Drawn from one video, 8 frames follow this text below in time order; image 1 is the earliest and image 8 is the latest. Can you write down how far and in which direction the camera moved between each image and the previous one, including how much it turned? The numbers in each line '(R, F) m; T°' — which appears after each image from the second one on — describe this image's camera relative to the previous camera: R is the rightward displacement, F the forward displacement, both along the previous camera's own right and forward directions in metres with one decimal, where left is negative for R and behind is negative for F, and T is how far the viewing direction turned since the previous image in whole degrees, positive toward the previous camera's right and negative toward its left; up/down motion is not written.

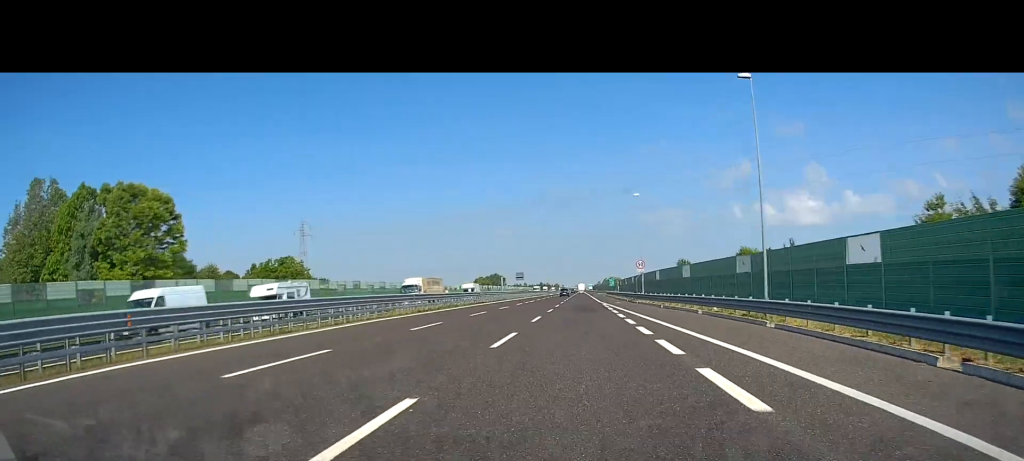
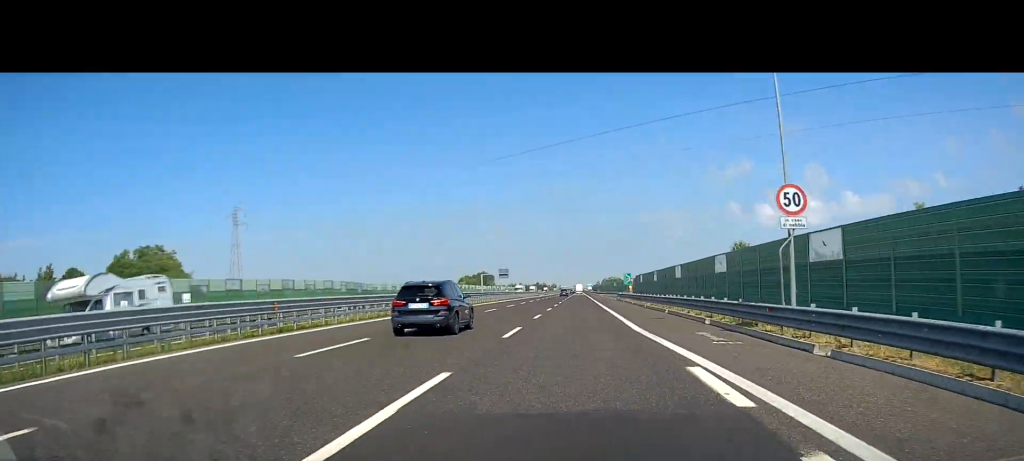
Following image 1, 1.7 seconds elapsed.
(+0.1, +45.7) m; 0°
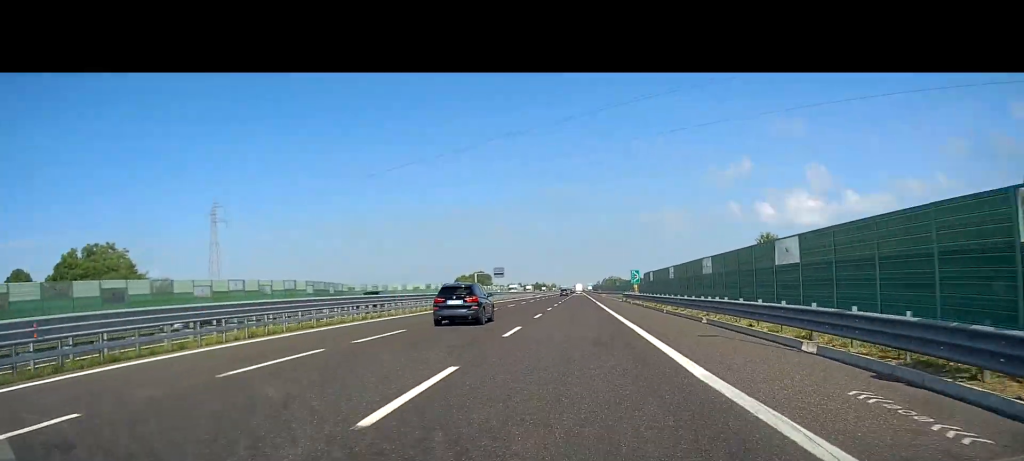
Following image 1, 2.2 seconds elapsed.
(-0.1, +11.4) m; 0°
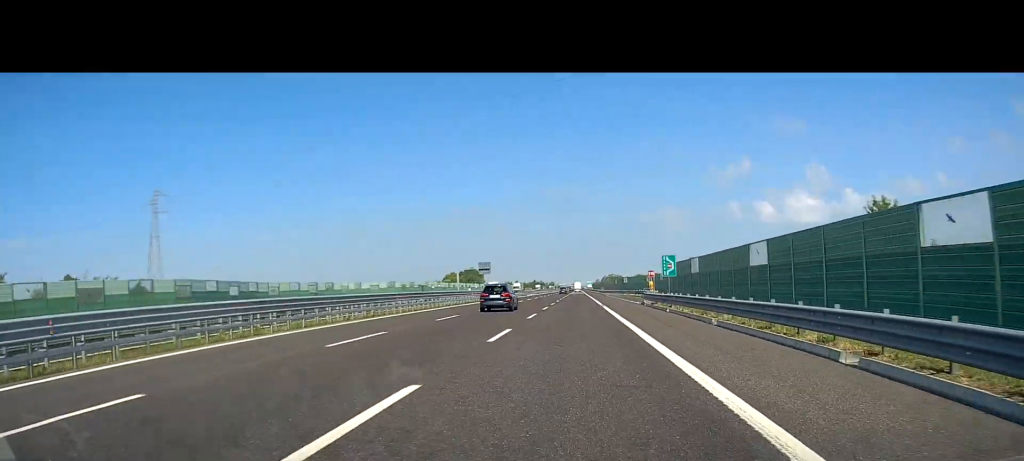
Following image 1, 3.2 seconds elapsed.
(+0.4, +26.4) m; 0°
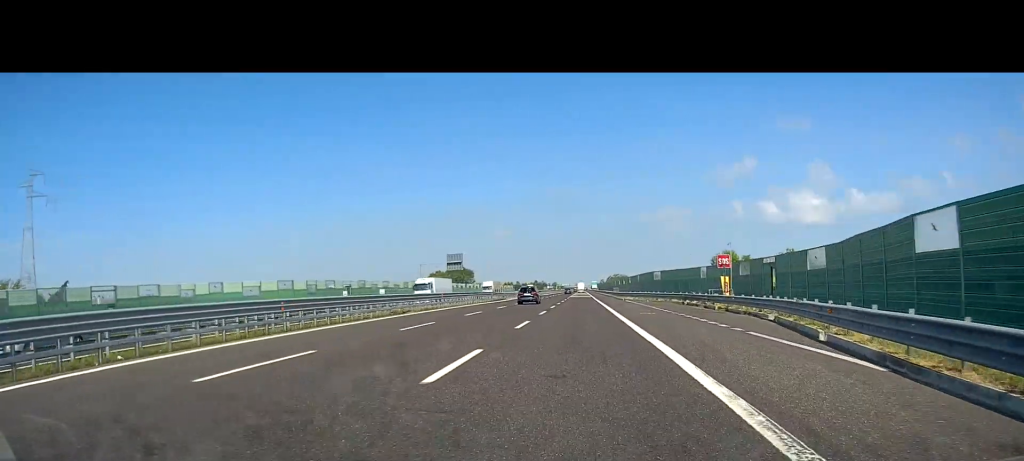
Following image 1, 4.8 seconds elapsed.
(-0.1, +42.1) m; 0°
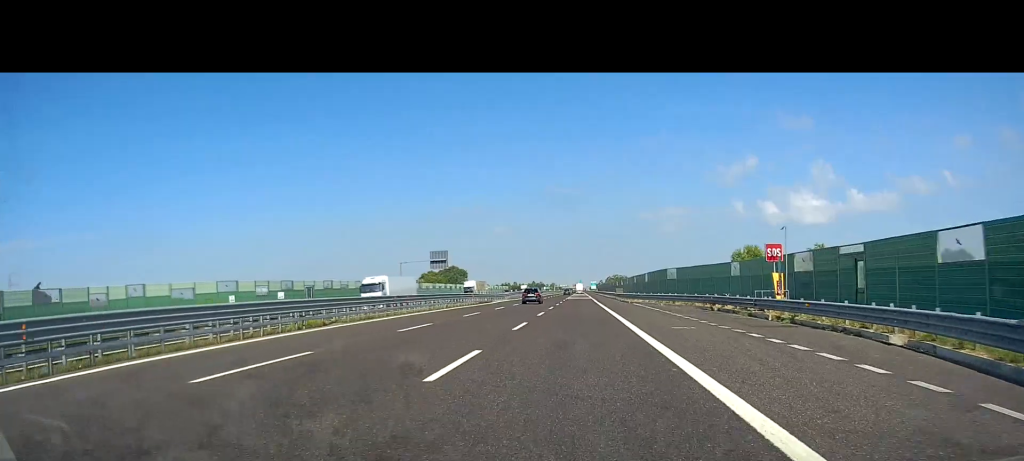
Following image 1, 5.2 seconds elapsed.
(+0.1, +12.3) m; 0°
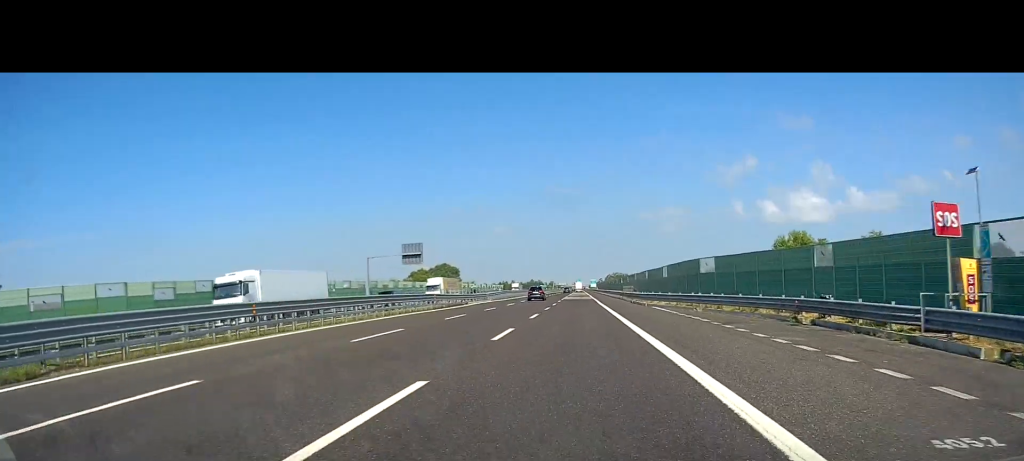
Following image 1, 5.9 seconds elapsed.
(-0.3, +16.6) m; 0°
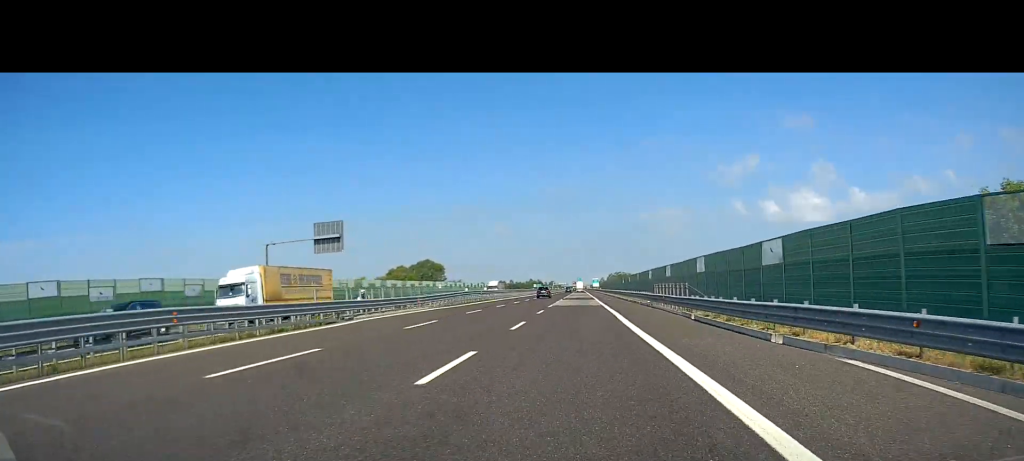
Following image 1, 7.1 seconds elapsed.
(+0.4, +31.5) m; 0°
